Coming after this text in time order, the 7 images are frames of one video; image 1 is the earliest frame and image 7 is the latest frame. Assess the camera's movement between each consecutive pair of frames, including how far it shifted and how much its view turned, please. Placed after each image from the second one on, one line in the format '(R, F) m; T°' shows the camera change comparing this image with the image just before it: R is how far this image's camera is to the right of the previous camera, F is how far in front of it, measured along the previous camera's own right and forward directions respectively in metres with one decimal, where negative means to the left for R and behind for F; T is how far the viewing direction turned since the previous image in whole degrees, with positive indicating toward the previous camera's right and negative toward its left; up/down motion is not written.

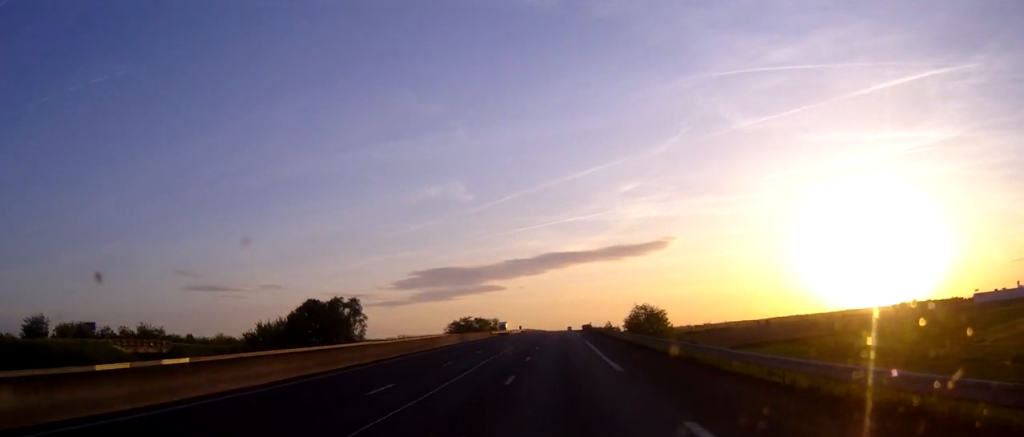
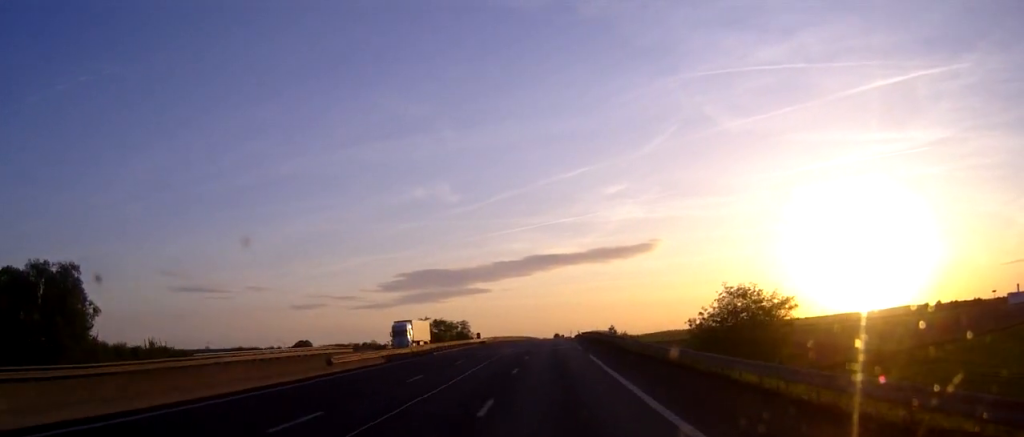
(+0.8, +71.1) m; +1°
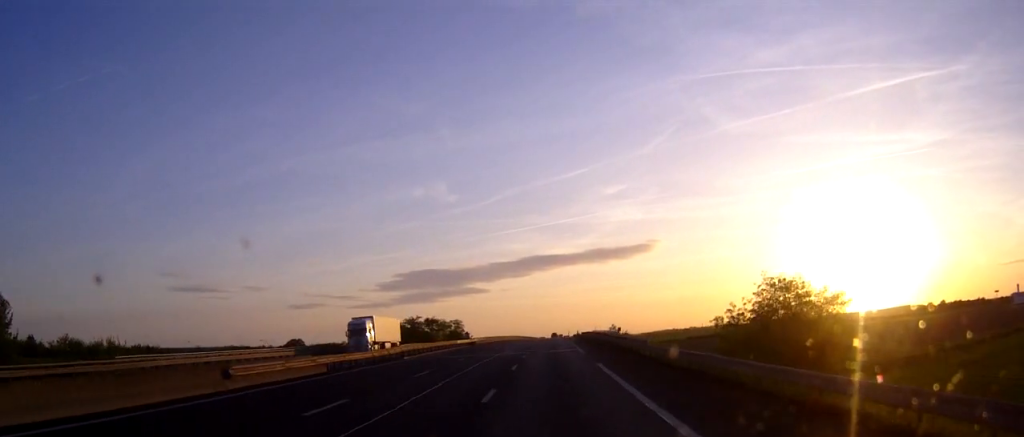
(0.0, +10.5) m; 0°
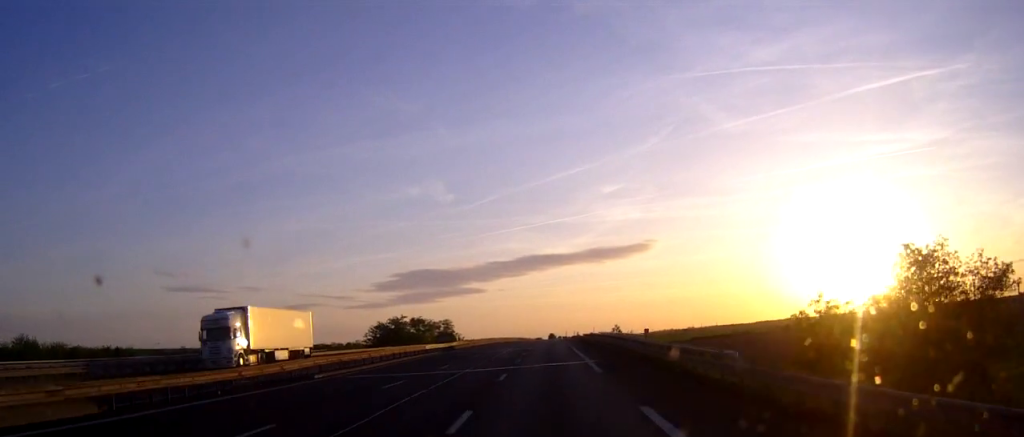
(0.0, +17.5) m; 0°
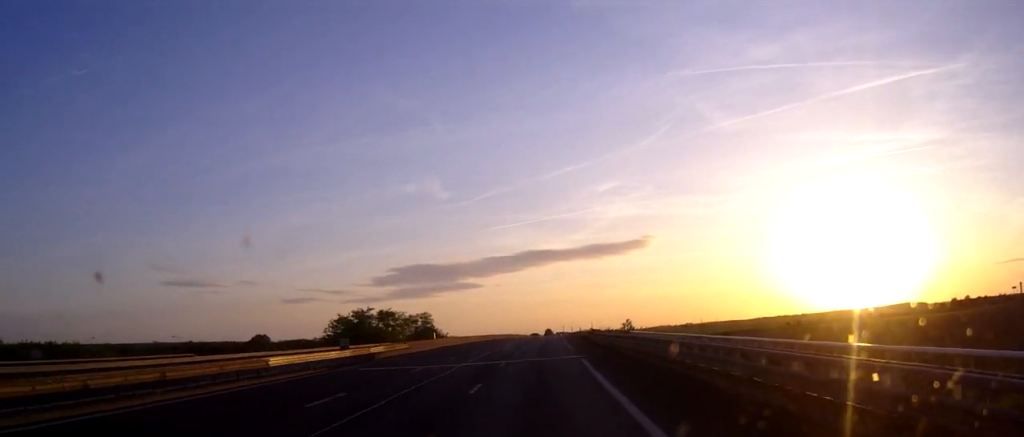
(0.0, +32.3) m; 0°
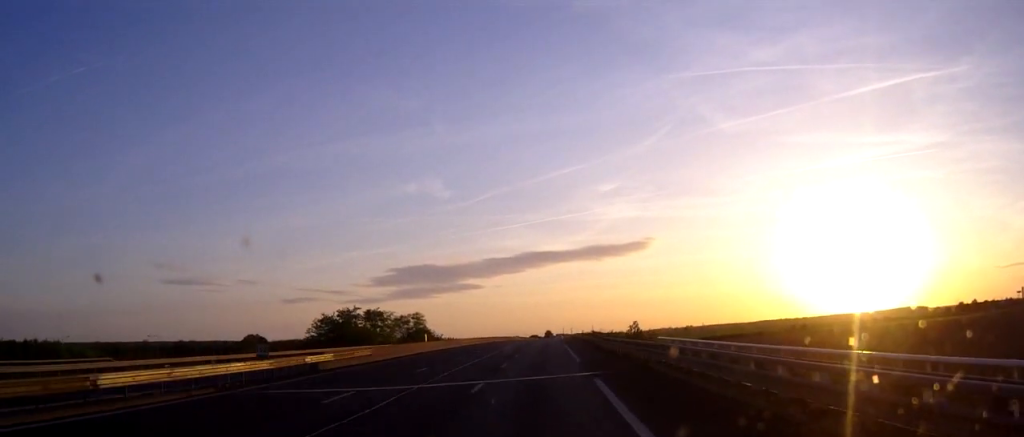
(0.0, +11.4) m; 0°
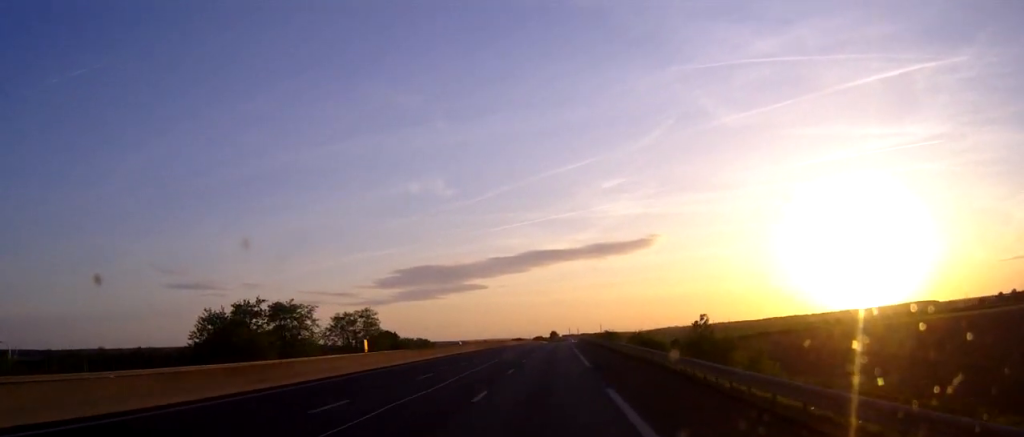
(-0.1, +53.2) m; 0°
